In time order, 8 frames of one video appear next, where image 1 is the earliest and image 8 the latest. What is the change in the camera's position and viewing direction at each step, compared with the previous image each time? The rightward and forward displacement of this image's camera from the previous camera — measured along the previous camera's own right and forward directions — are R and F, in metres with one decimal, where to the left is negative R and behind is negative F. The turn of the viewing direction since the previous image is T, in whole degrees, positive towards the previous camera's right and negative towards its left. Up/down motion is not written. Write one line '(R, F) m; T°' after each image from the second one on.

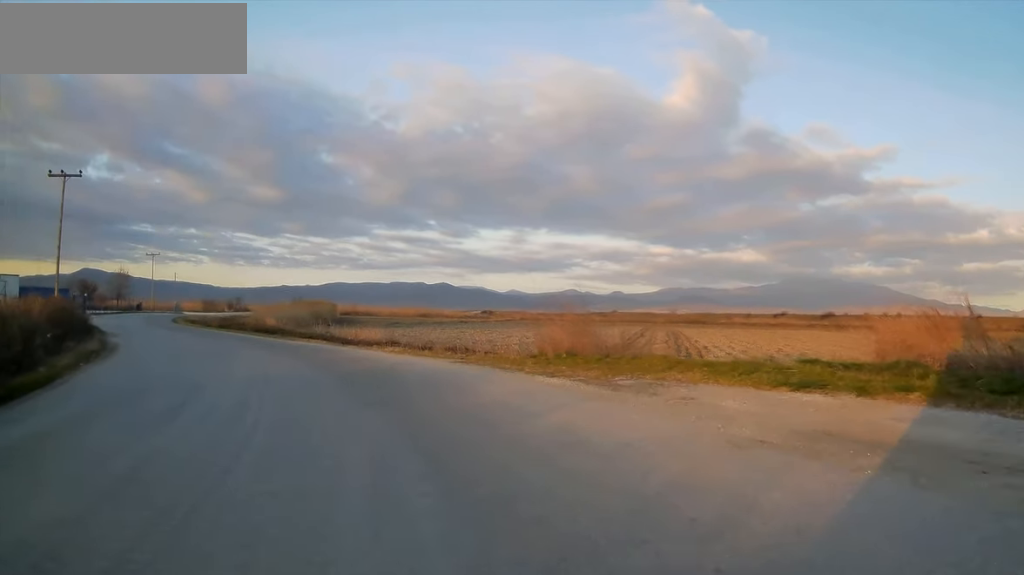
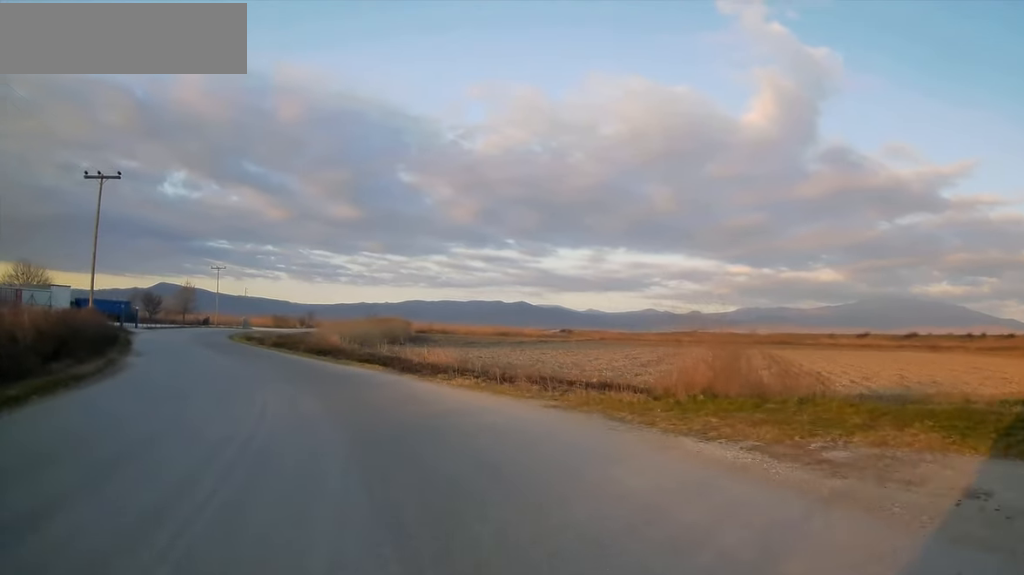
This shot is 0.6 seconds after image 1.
(-0.1, +4.9) m; -4°
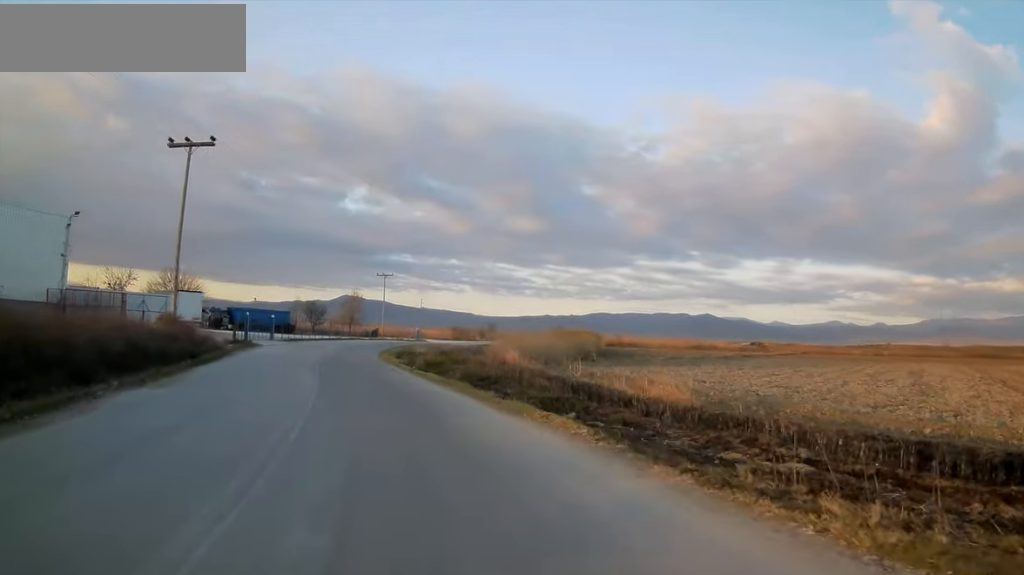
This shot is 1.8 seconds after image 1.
(-1.2, +11.0) m; -15°
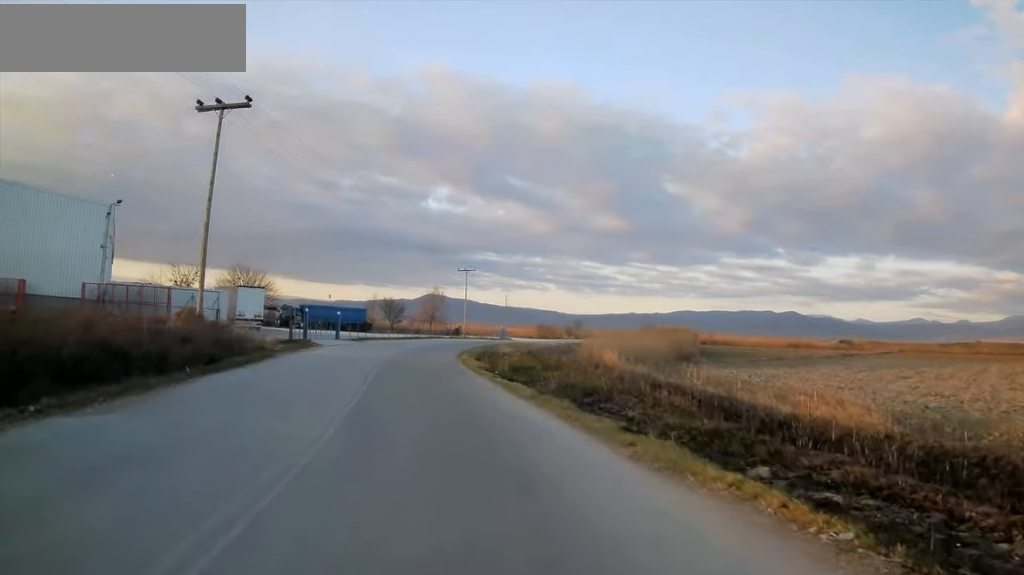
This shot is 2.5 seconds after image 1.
(-0.4, +5.9) m; -10°
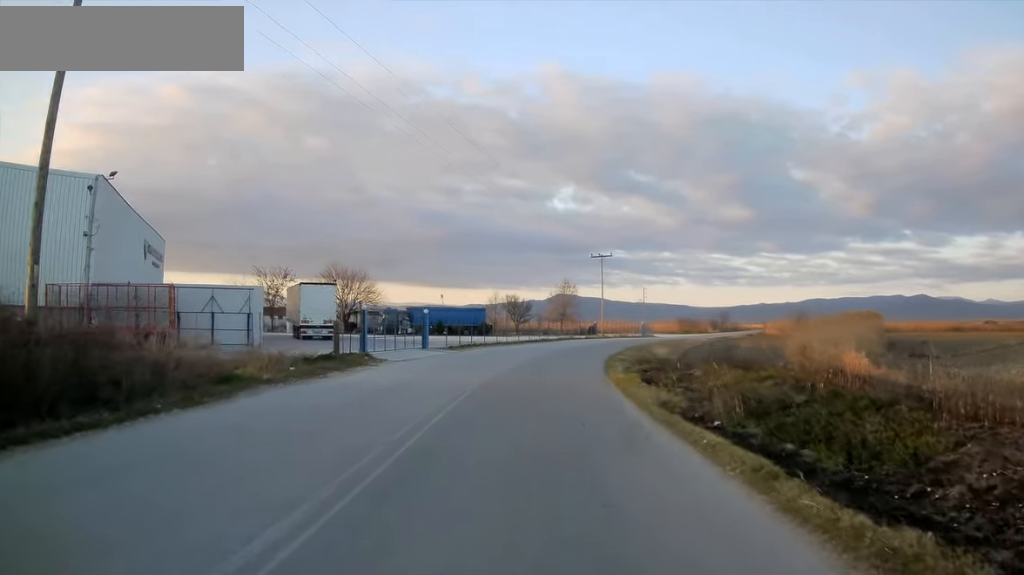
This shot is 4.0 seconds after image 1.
(-2.9, +14.9) m; -17°
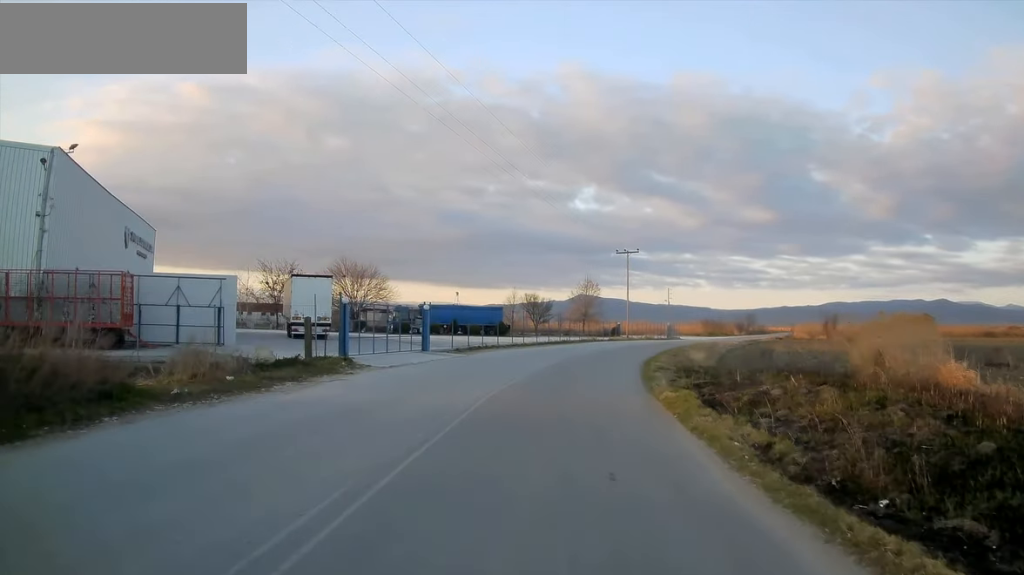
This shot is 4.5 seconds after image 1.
(-0.2, +5.0) m; -3°
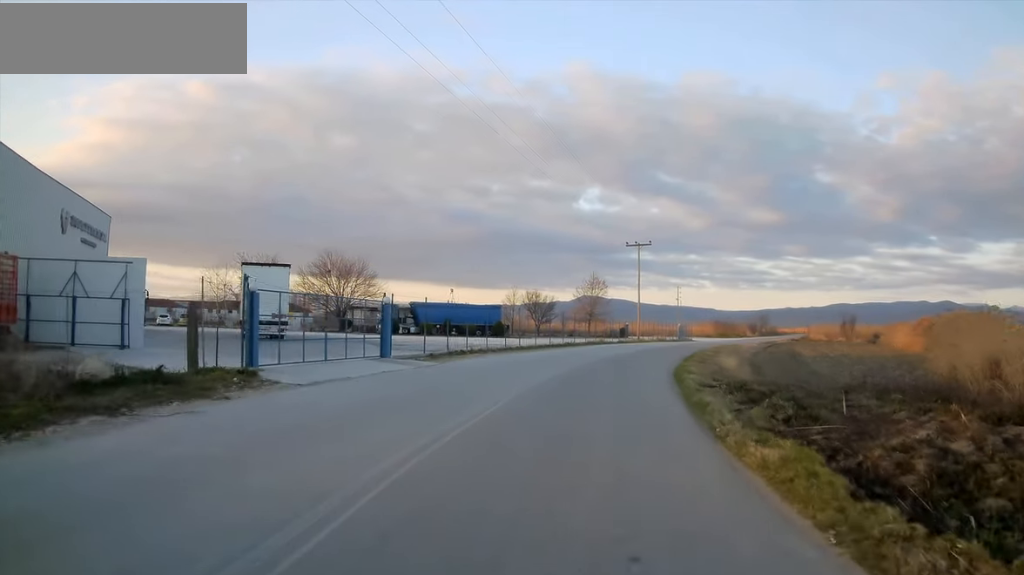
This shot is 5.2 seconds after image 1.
(-0.2, +6.9) m; -2°
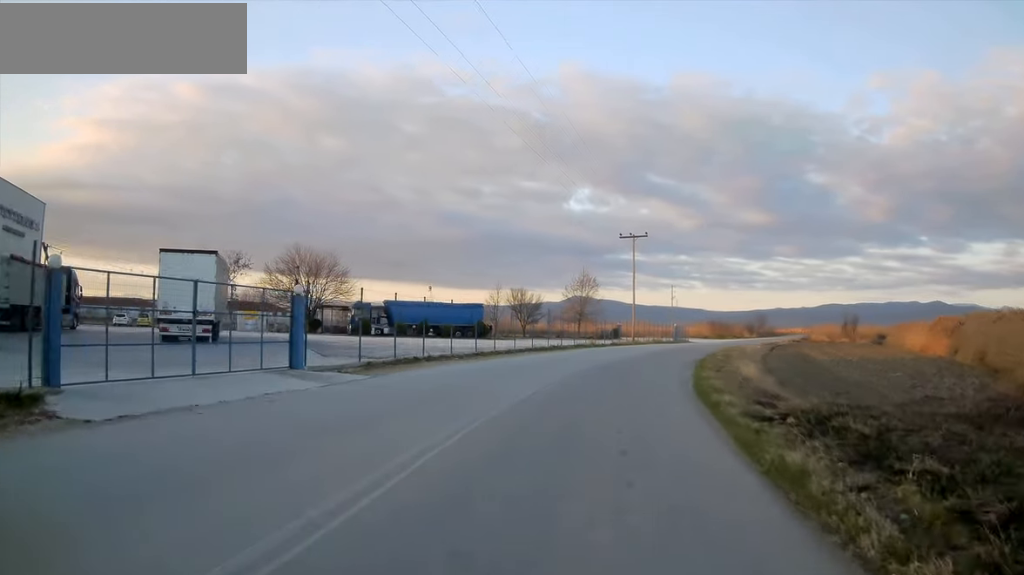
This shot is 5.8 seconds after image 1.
(-0.1, +6.4) m; -1°
